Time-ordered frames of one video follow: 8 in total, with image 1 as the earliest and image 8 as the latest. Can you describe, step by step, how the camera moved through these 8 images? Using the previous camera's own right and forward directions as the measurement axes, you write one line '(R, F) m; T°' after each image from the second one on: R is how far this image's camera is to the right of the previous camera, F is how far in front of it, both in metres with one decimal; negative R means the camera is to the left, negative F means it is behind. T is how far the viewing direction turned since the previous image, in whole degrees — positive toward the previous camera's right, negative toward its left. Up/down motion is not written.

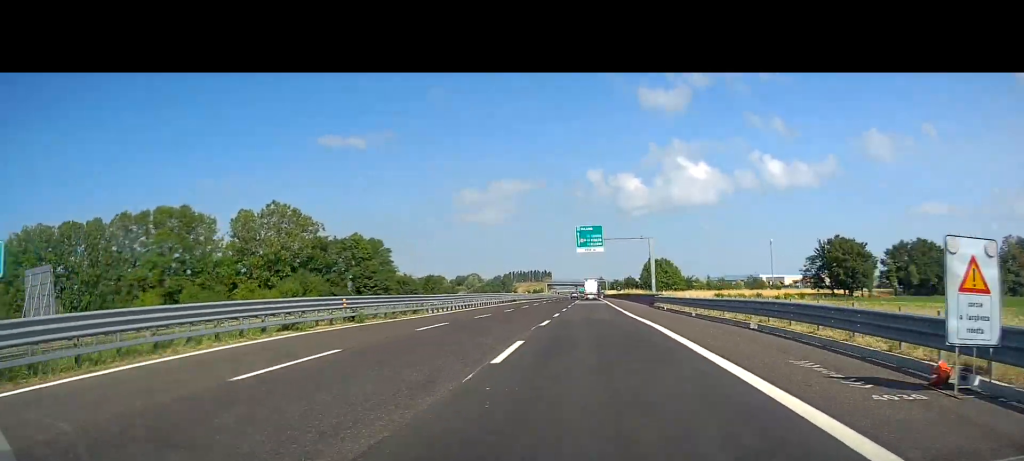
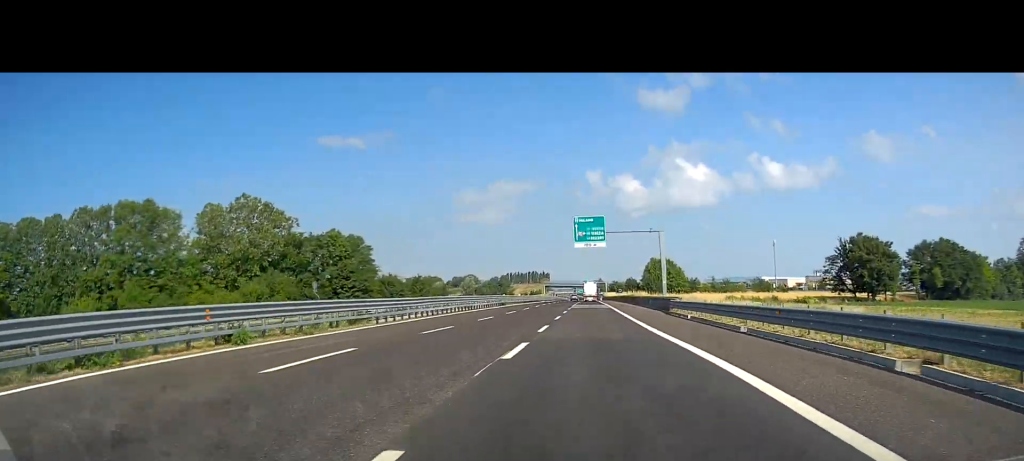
(-0.2, +10.6) m; 0°
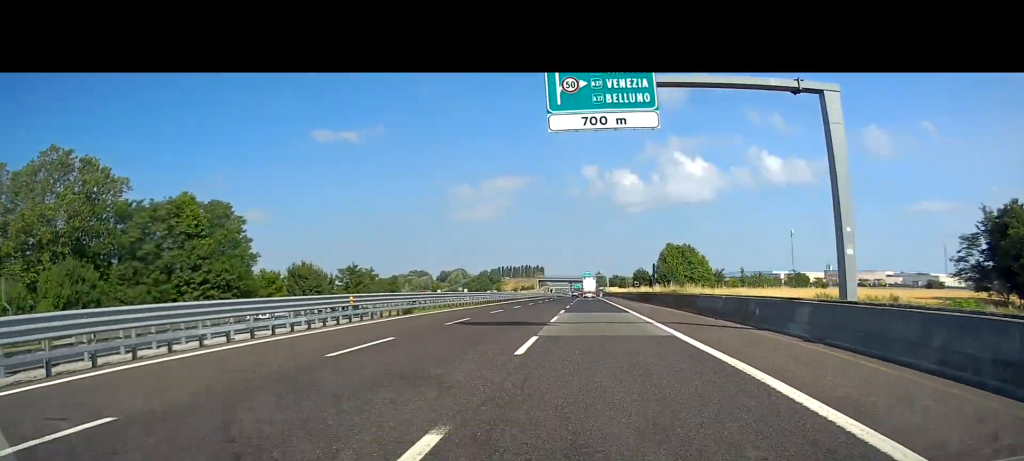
(+0.3, +43.4) m; 0°
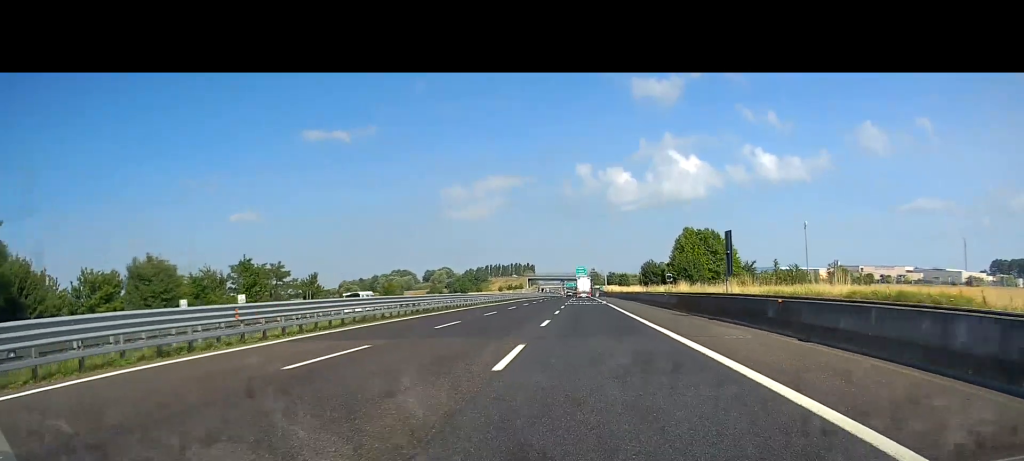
(+0.1, +36.1) m; +1°
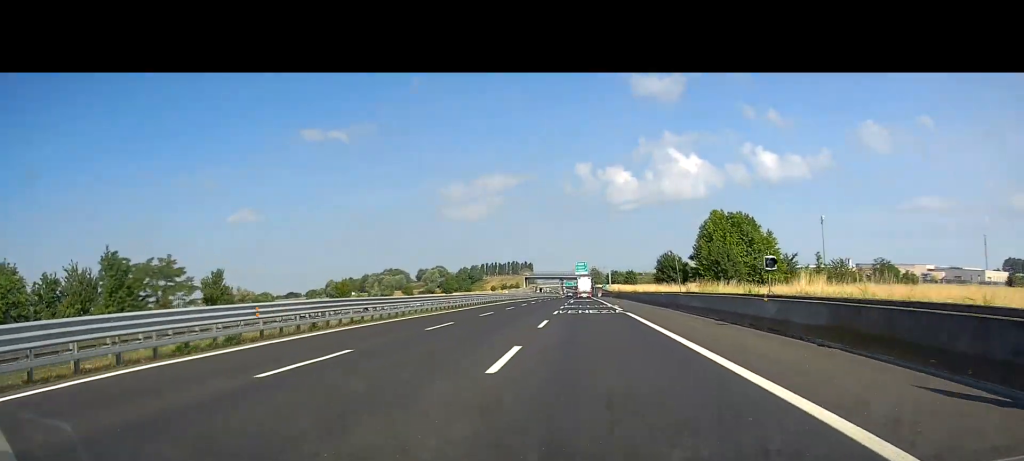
(+0.1, +25.5) m; 0°
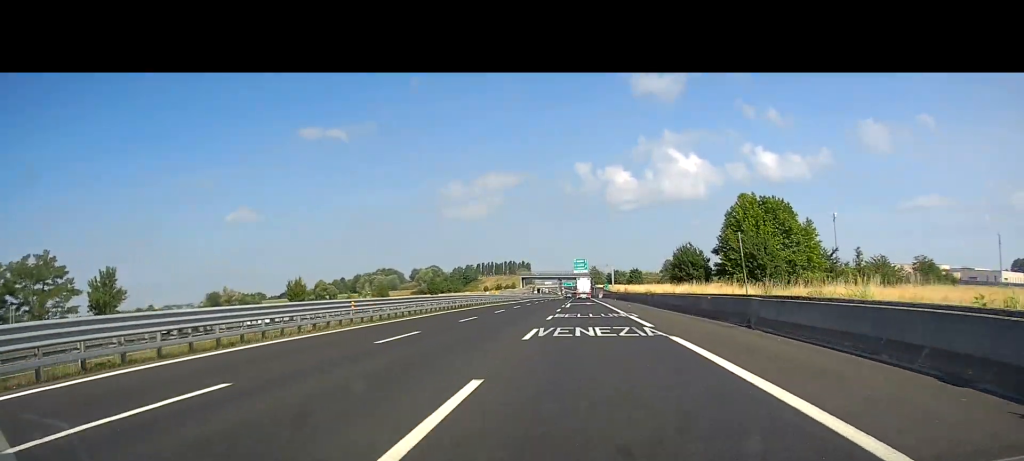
(0.0, +17.6) m; 0°
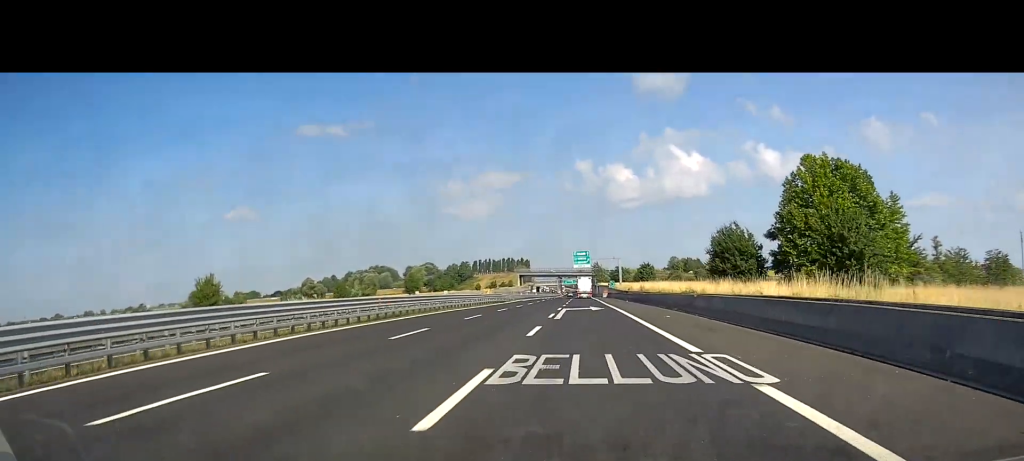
(0.0, +22.9) m; 0°
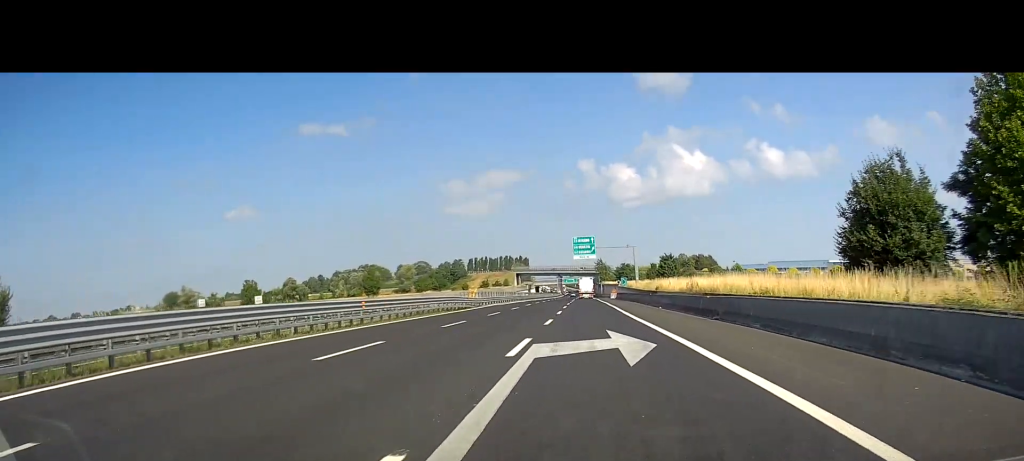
(0.0, +29.9) m; 0°
